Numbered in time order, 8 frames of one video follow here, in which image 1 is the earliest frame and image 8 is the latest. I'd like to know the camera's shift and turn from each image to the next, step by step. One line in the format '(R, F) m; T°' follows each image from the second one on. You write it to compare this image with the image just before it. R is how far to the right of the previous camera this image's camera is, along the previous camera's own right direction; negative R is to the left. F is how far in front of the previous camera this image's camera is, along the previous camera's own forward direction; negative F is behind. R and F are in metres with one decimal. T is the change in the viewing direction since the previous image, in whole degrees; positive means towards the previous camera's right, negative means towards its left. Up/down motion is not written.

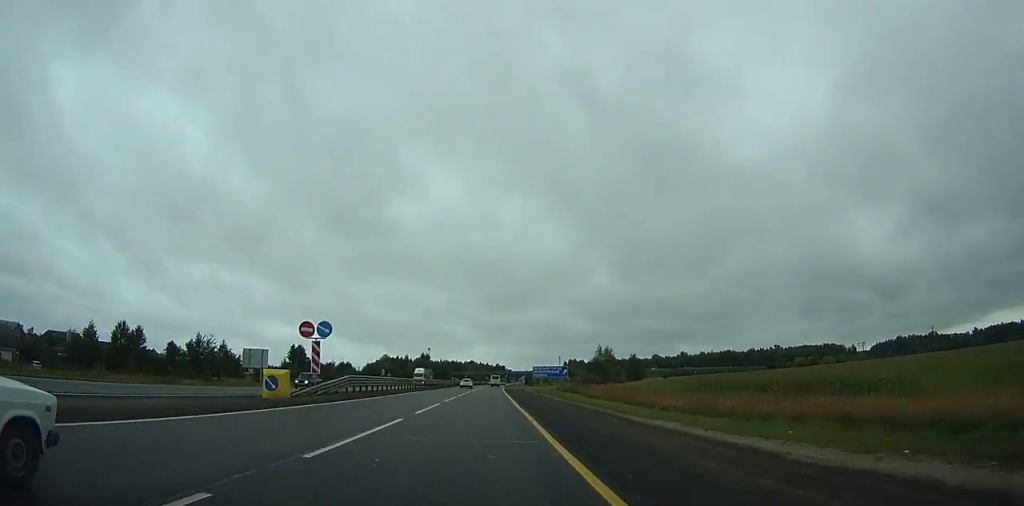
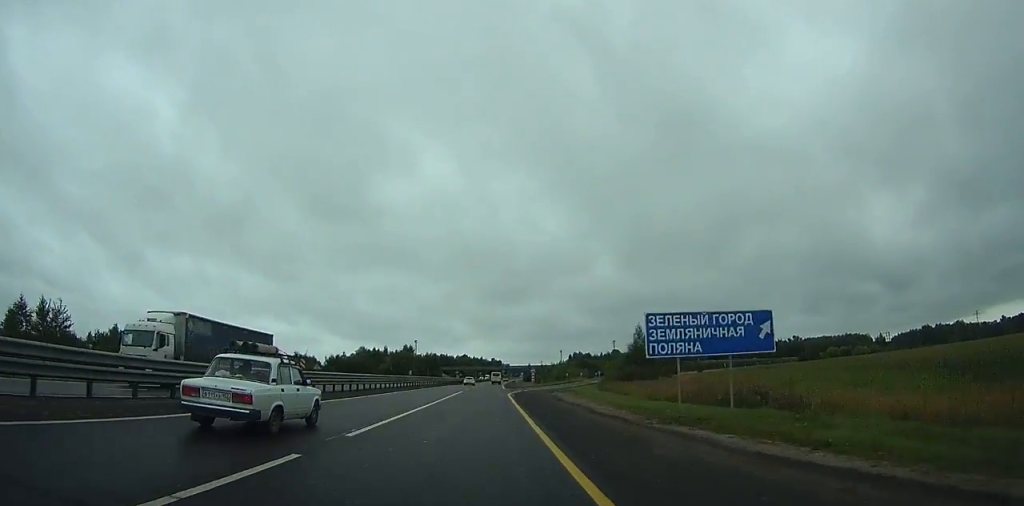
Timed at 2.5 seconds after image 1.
(+0.1, +57.0) m; 0°
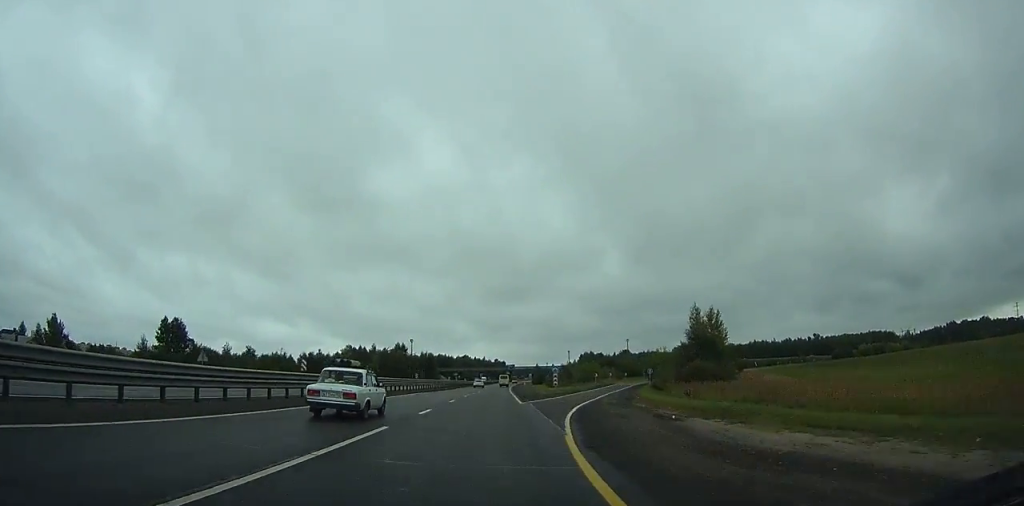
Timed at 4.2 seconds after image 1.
(0.0, +37.3) m; 0°
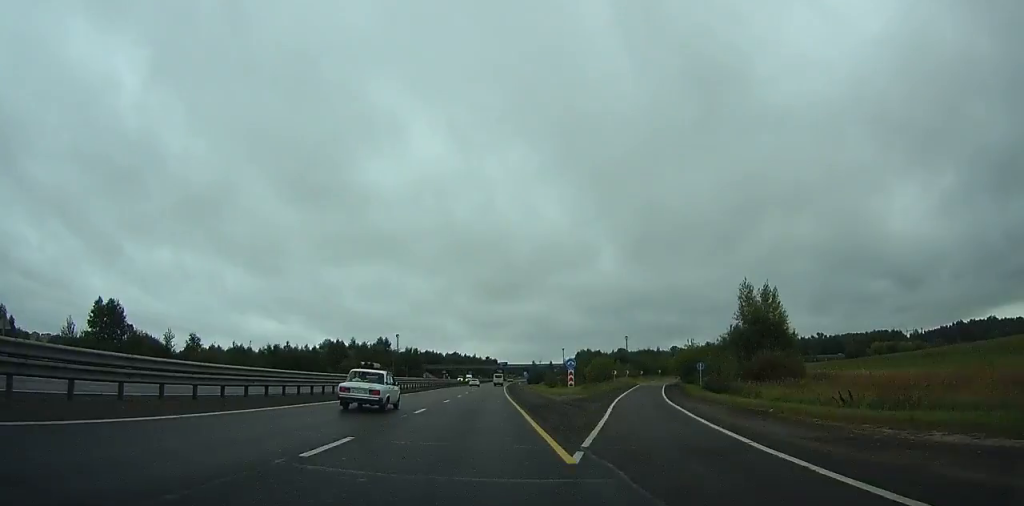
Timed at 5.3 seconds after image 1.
(0.0, +23.8) m; 0°
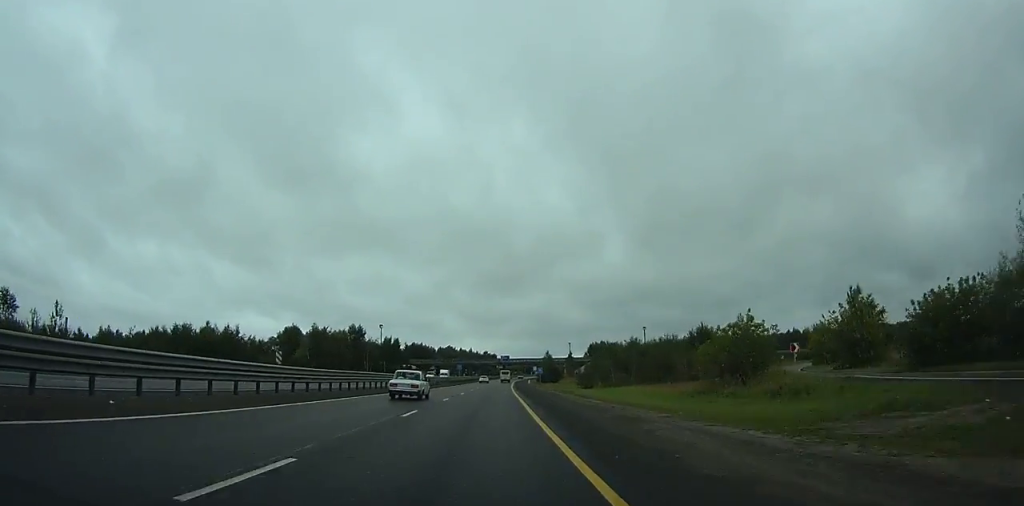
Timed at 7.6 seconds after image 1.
(+0.3, +51.7) m; +1°
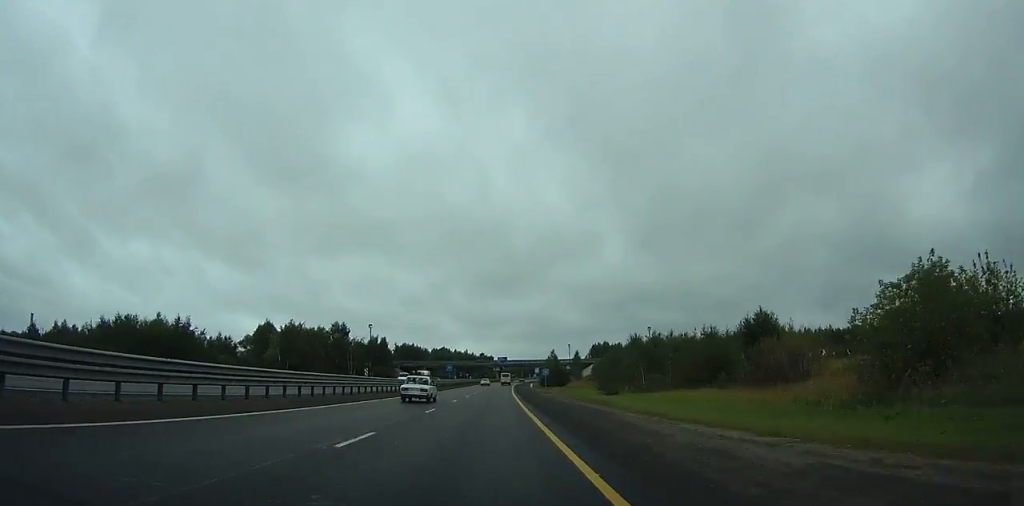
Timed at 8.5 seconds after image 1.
(+0.1, +19.1) m; 0°
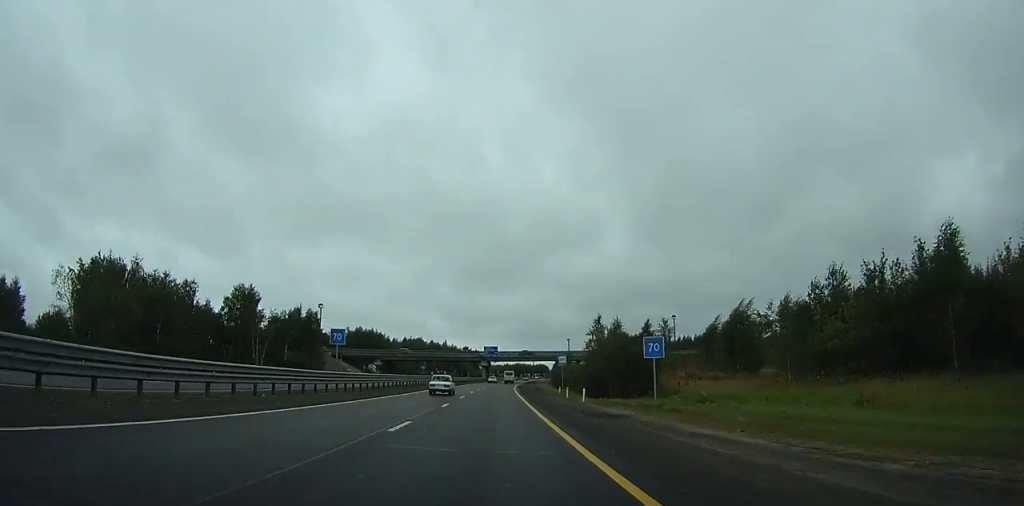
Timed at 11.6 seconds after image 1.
(+0.4, +68.7) m; +1°
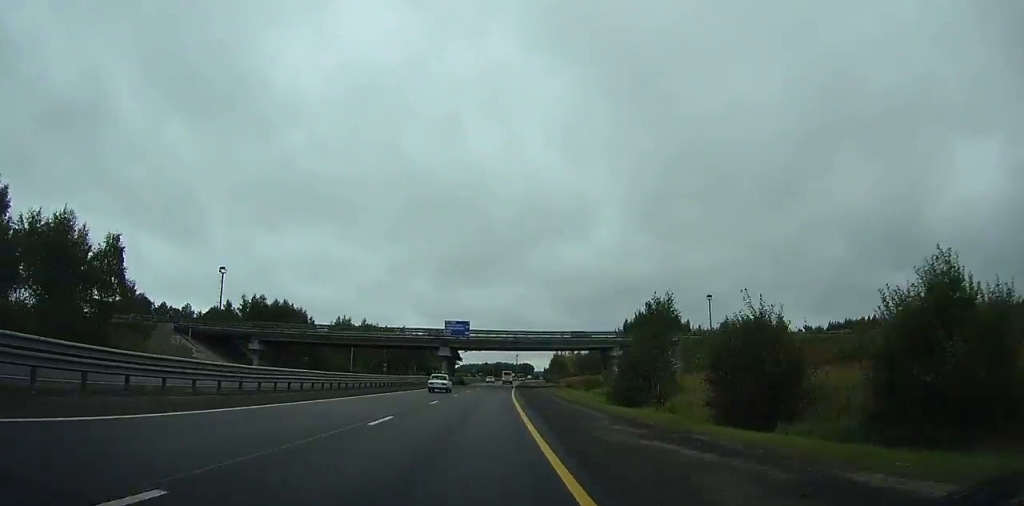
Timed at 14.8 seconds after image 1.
(+0.9, +70.4) m; +2°
